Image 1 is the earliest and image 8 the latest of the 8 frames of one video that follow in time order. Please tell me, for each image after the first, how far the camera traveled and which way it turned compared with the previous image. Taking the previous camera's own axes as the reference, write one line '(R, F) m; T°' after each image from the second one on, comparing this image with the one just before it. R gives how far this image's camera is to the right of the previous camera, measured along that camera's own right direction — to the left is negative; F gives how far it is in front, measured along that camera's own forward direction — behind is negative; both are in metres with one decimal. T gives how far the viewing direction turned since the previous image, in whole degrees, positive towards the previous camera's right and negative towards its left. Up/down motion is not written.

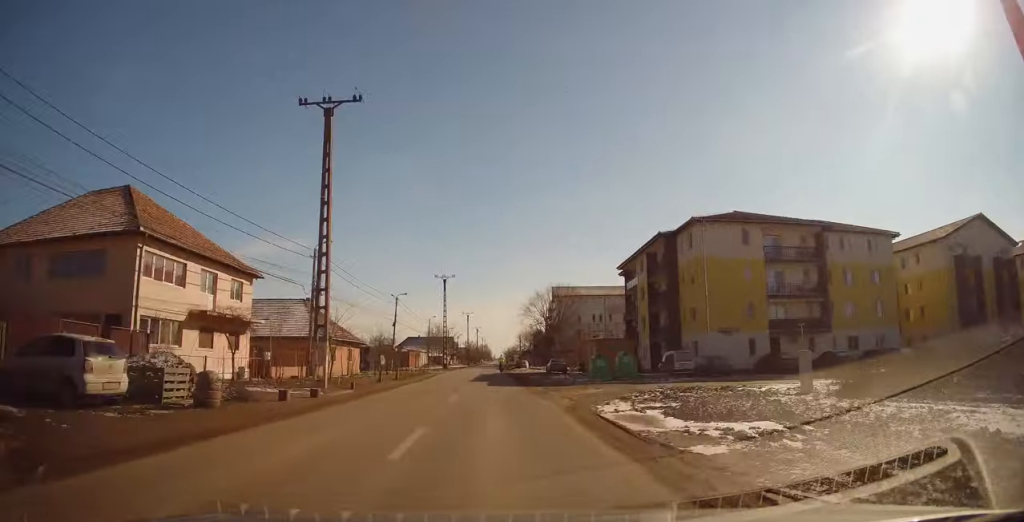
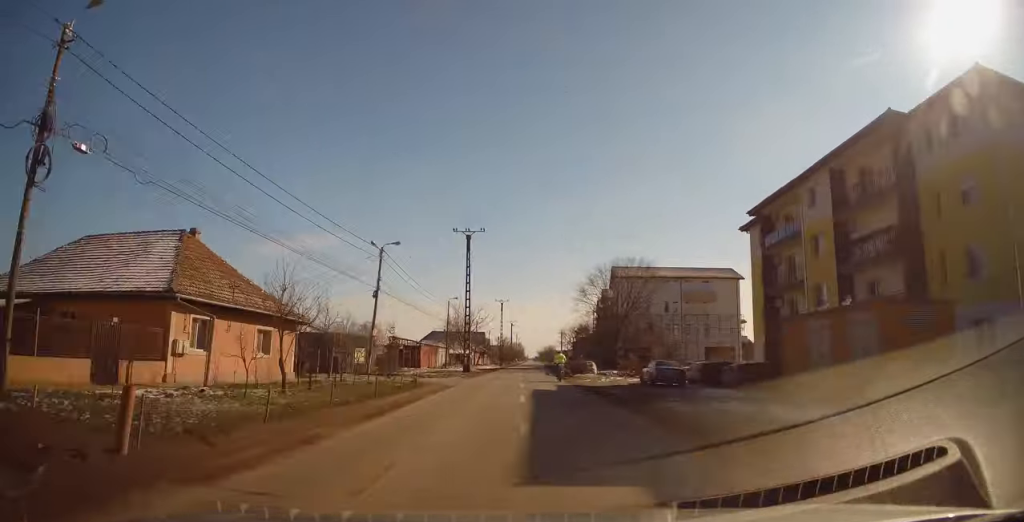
(-0.4, +25.8) m; -1°
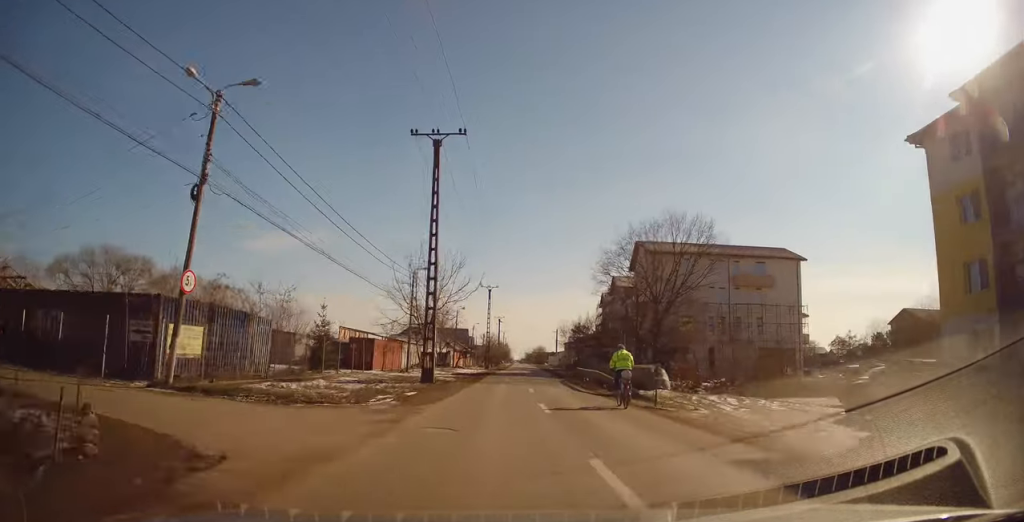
(+0.3, +21.0) m; +1°
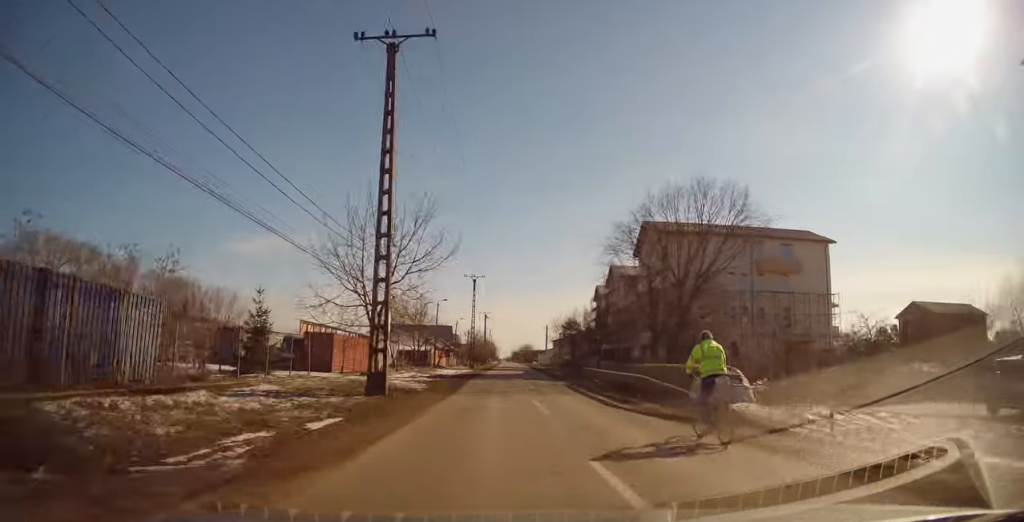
(0.0, +8.9) m; +1°
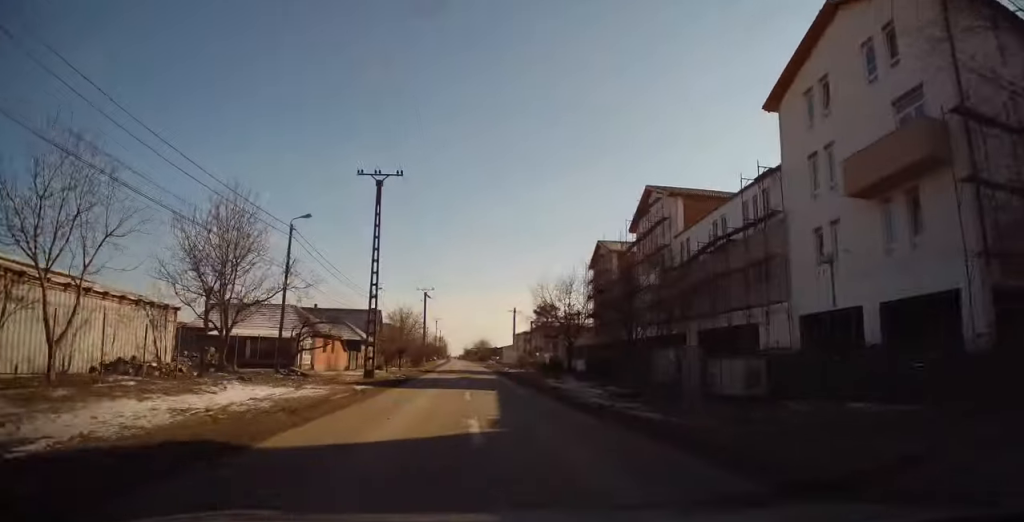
(+1.8, +39.6) m; +4°
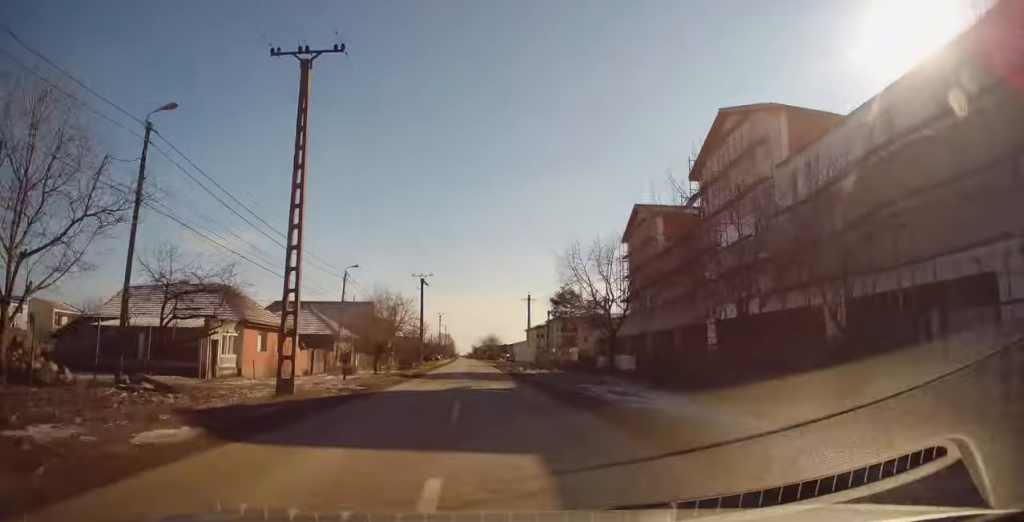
(0.0, +14.1) m; -1°
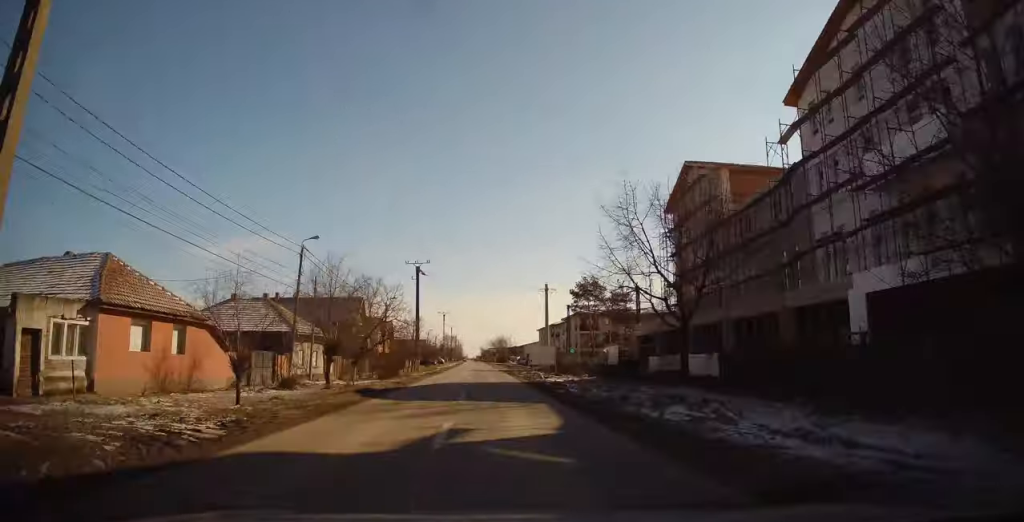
(-0.2, +12.5) m; -1°
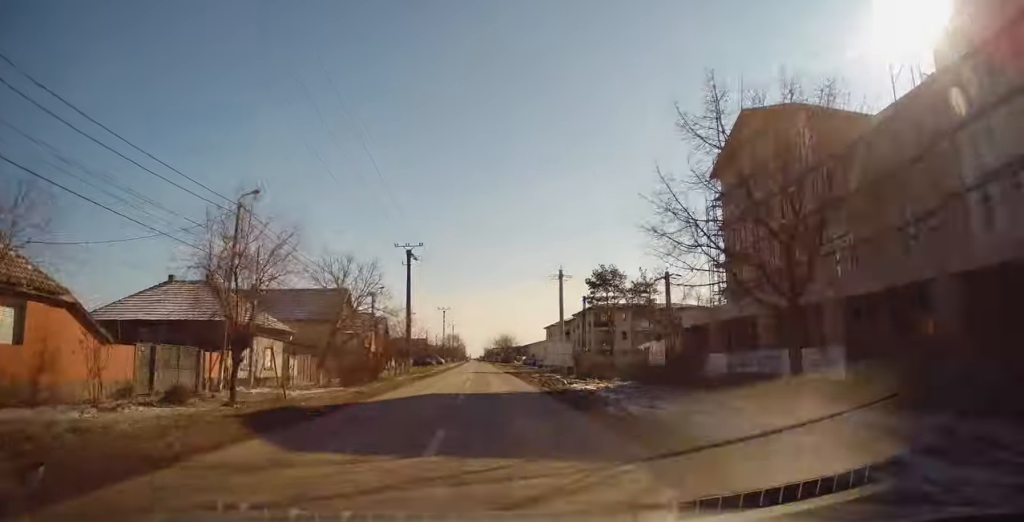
(0.0, +9.5) m; 0°
